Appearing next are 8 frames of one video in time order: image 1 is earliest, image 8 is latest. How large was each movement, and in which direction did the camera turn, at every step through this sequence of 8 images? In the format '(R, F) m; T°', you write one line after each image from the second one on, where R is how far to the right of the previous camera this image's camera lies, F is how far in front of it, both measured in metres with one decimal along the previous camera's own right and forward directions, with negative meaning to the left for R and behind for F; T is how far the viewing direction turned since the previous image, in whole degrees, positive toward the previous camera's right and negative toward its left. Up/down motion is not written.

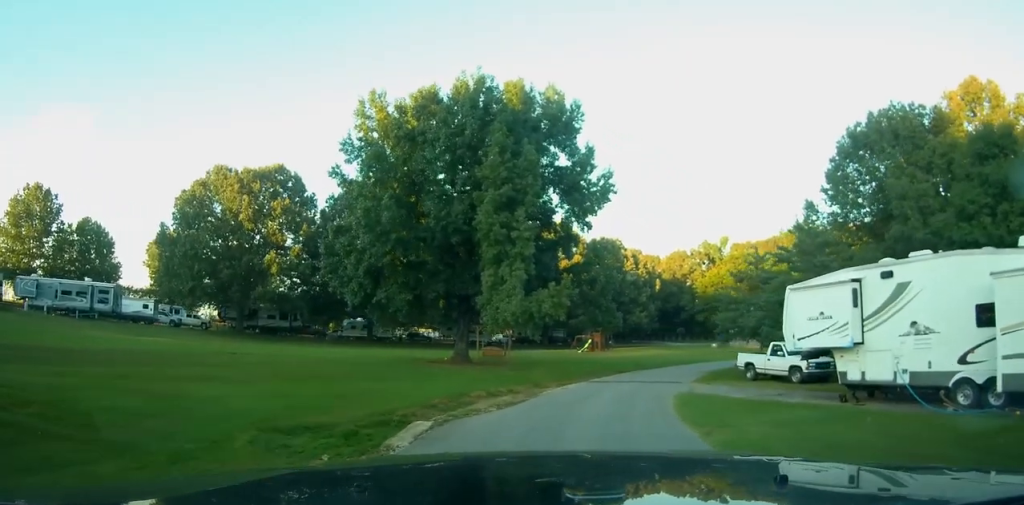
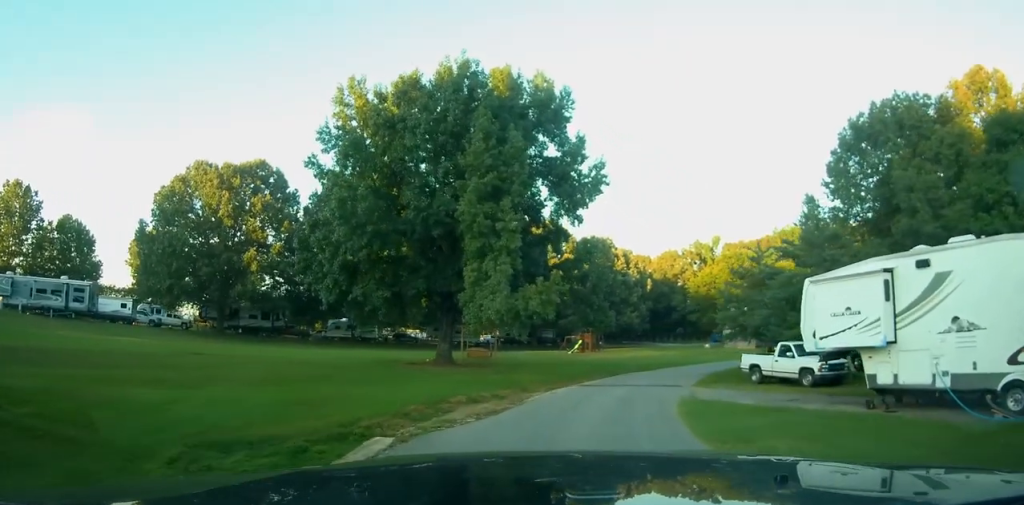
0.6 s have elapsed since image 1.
(0.0, +2.2) m; +1°
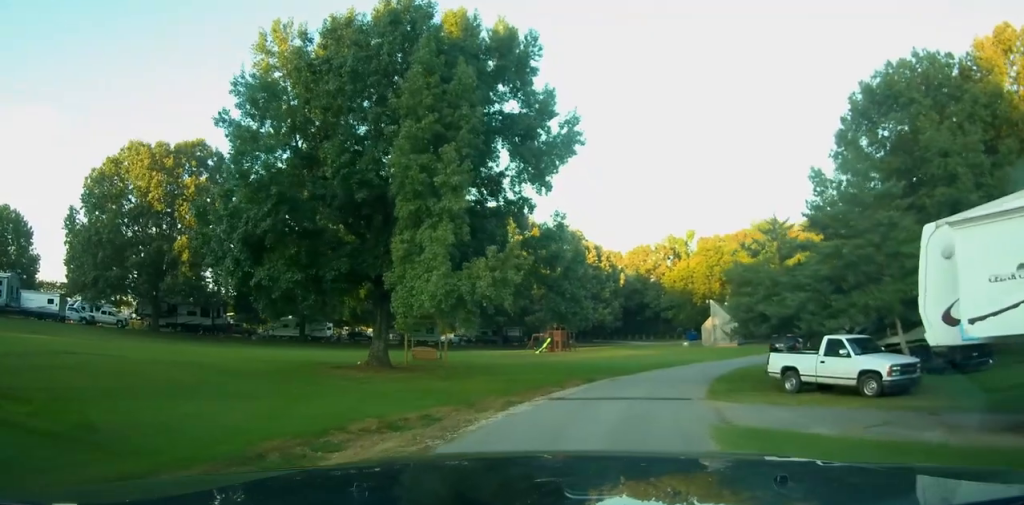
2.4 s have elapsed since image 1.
(+0.4, +7.0) m; +6°
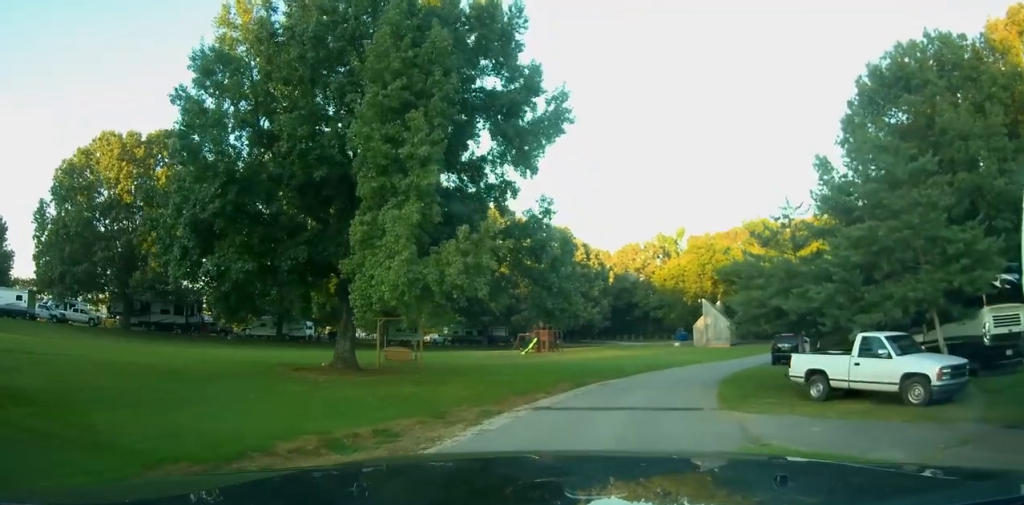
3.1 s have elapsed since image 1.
(0.0, +2.9) m; +1°
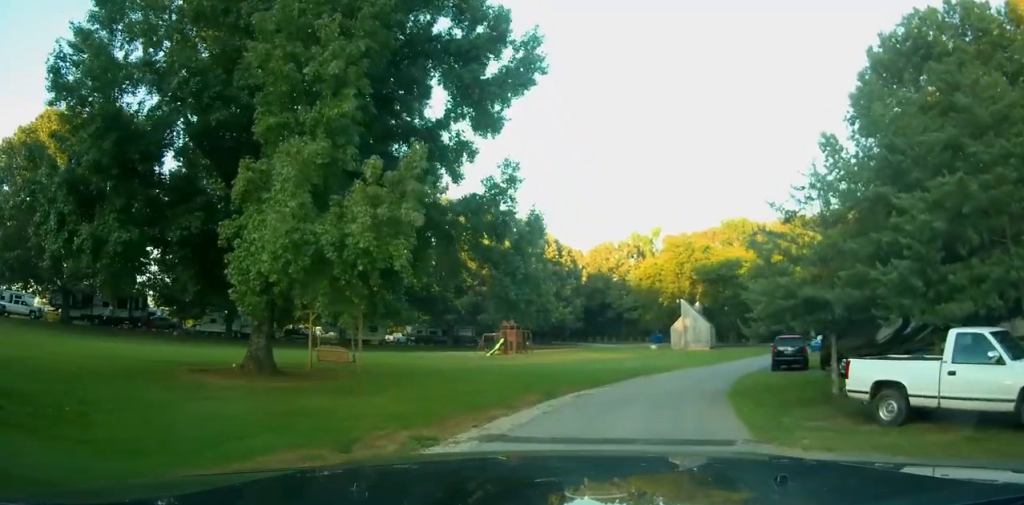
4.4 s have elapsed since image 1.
(+0.1, +4.9) m; +4°
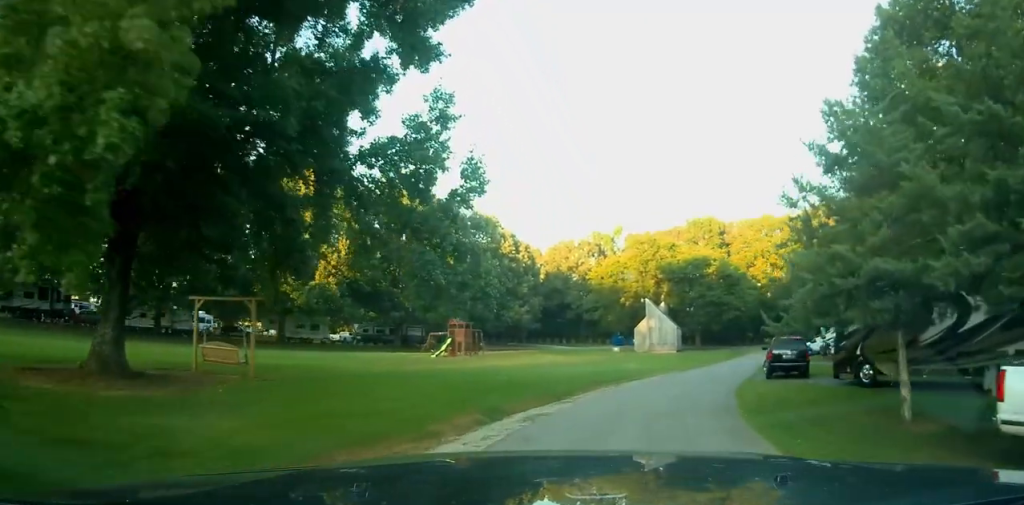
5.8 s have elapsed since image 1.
(+0.2, +5.4) m; +3°
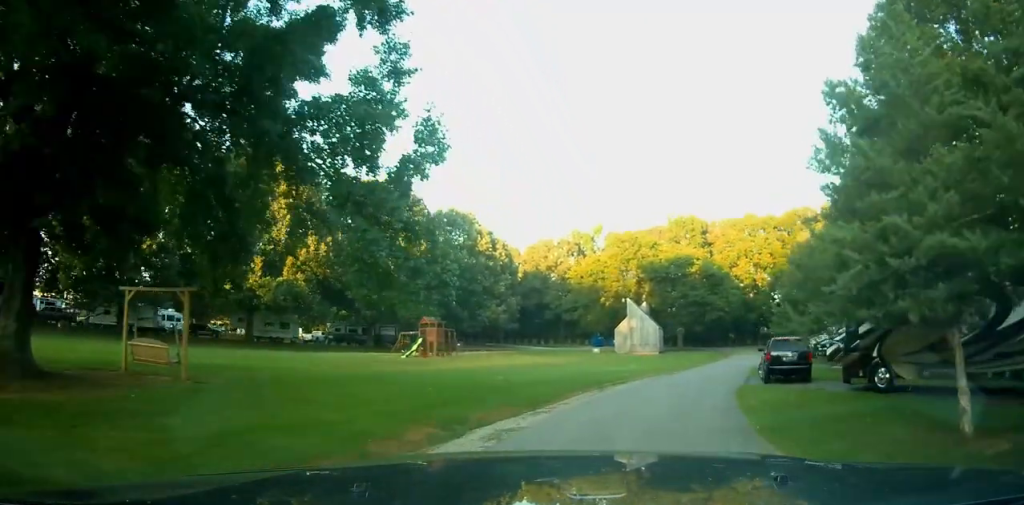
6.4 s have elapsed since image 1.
(0.0, +2.5) m; +1°
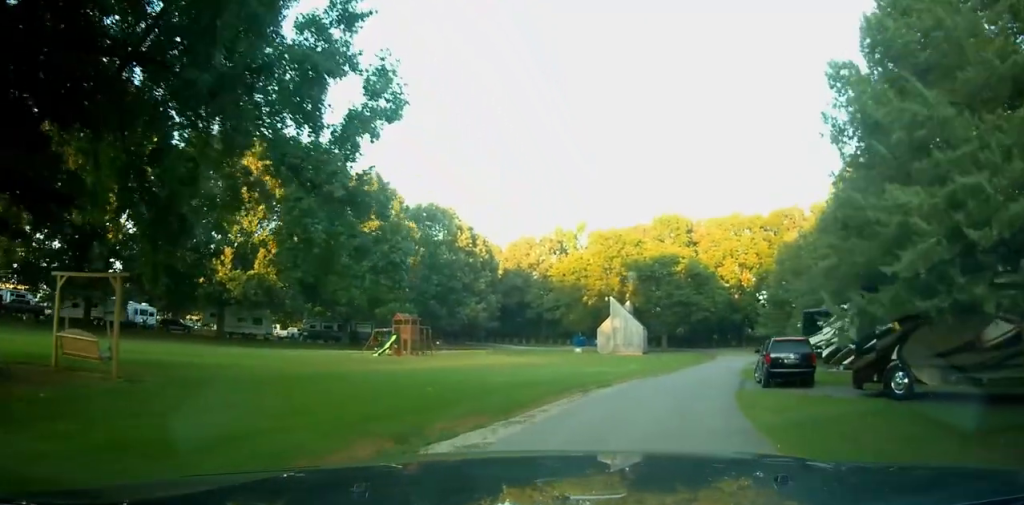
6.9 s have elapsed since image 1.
(+0.1, +2.2) m; +1°
